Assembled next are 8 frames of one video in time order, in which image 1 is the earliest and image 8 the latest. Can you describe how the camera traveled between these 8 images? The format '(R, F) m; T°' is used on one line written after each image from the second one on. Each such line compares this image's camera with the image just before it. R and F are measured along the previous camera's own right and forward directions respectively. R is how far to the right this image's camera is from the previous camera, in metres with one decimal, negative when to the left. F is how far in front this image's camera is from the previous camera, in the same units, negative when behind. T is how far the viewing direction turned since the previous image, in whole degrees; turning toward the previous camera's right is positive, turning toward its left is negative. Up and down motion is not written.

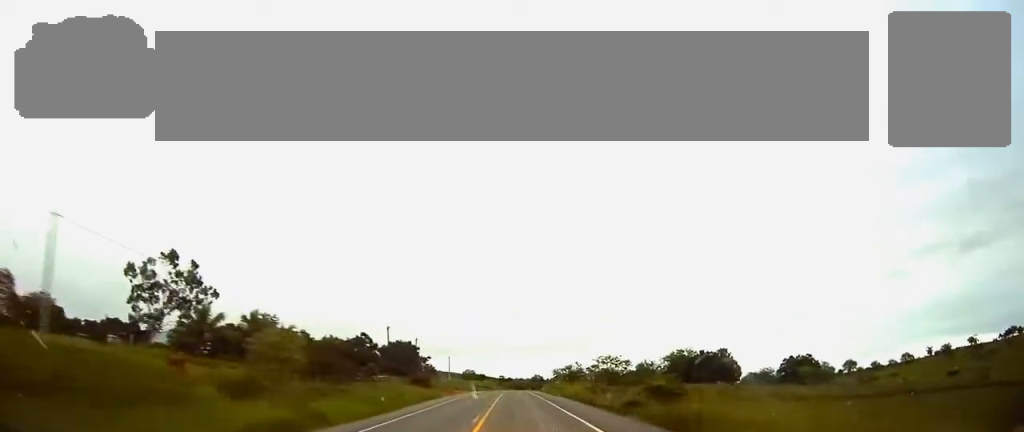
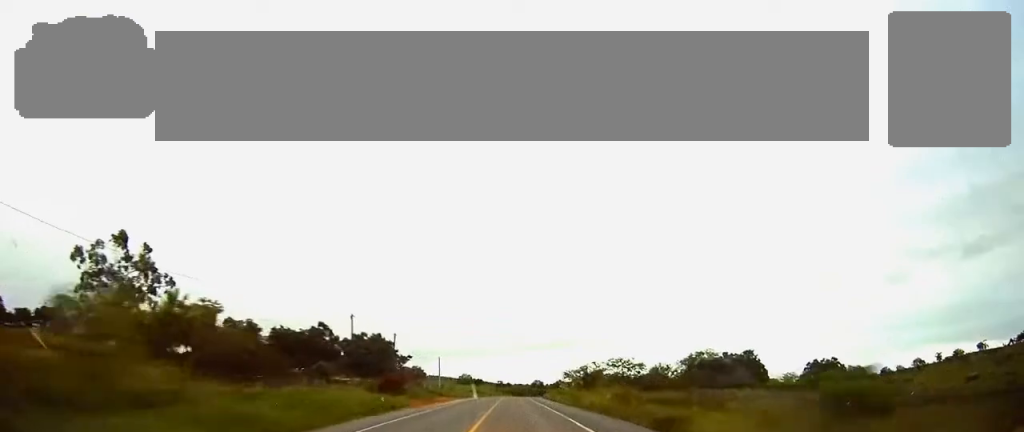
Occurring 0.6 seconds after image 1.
(0.0, +19.4) m; 0°
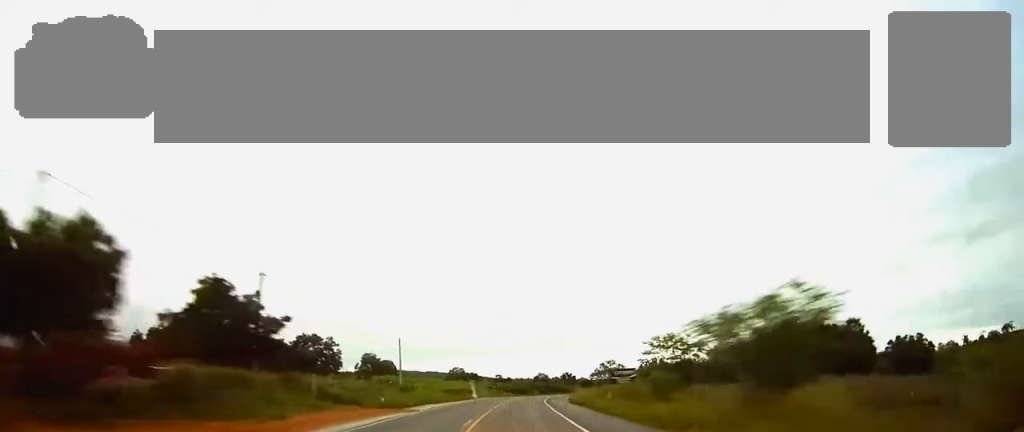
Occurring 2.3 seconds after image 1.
(+0.2, +48.8) m; +1°
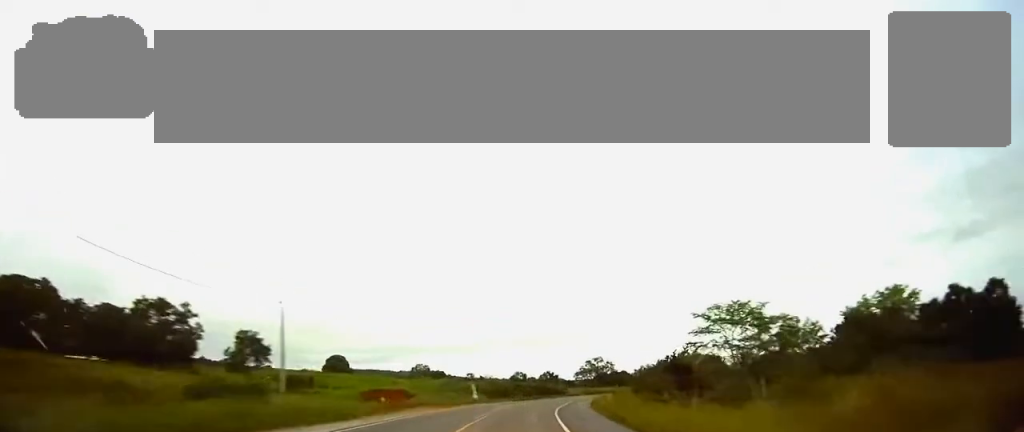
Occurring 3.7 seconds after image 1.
(+0.4, +40.5) m; +3°
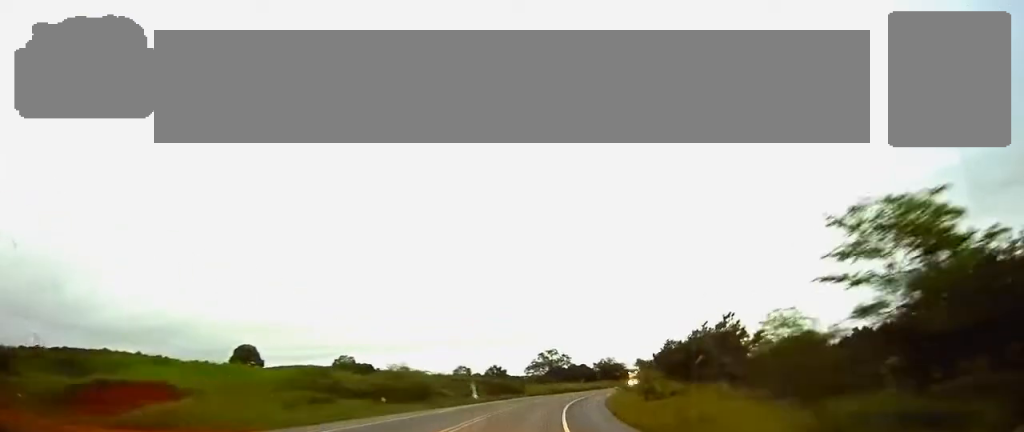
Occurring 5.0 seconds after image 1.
(+1.4, +36.5) m; +3°
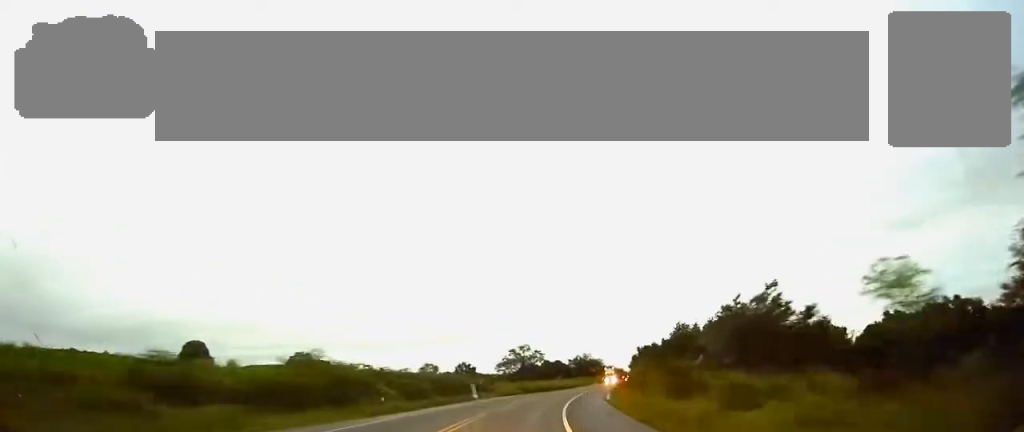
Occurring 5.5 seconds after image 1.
(-0.2, +15.8) m; +2°
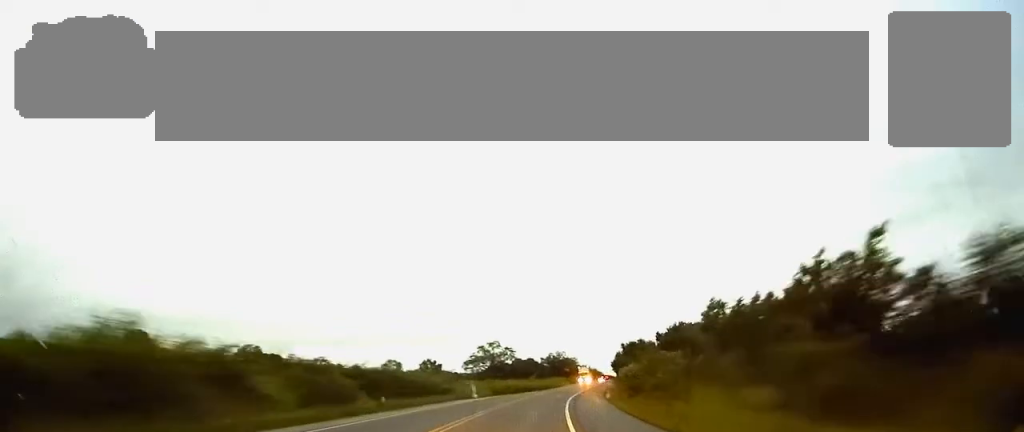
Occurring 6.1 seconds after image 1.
(+0.4, +16.6) m; +3°
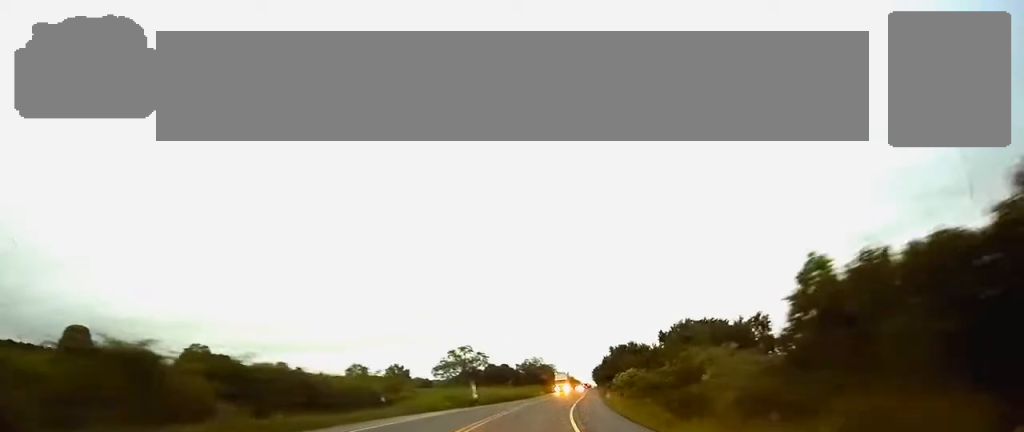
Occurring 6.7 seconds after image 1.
(+0.3, +16.5) m; +3°
